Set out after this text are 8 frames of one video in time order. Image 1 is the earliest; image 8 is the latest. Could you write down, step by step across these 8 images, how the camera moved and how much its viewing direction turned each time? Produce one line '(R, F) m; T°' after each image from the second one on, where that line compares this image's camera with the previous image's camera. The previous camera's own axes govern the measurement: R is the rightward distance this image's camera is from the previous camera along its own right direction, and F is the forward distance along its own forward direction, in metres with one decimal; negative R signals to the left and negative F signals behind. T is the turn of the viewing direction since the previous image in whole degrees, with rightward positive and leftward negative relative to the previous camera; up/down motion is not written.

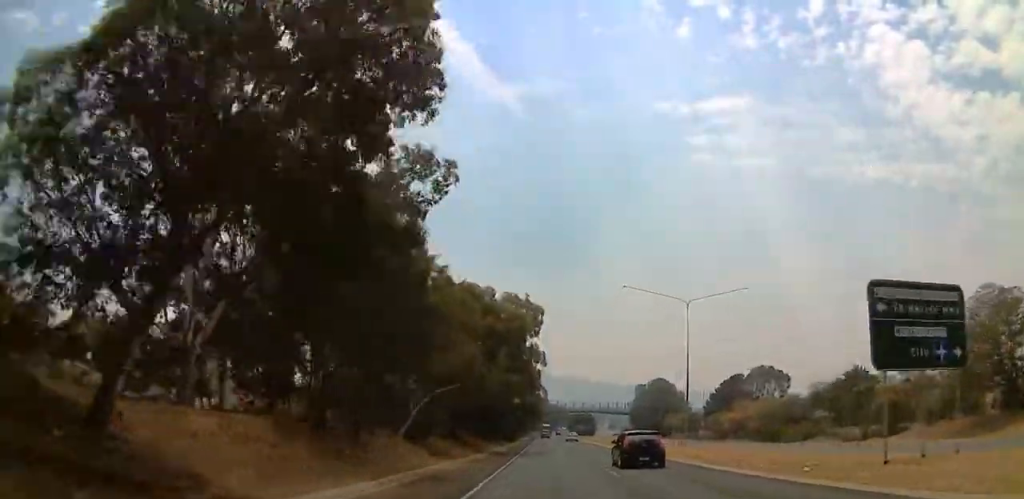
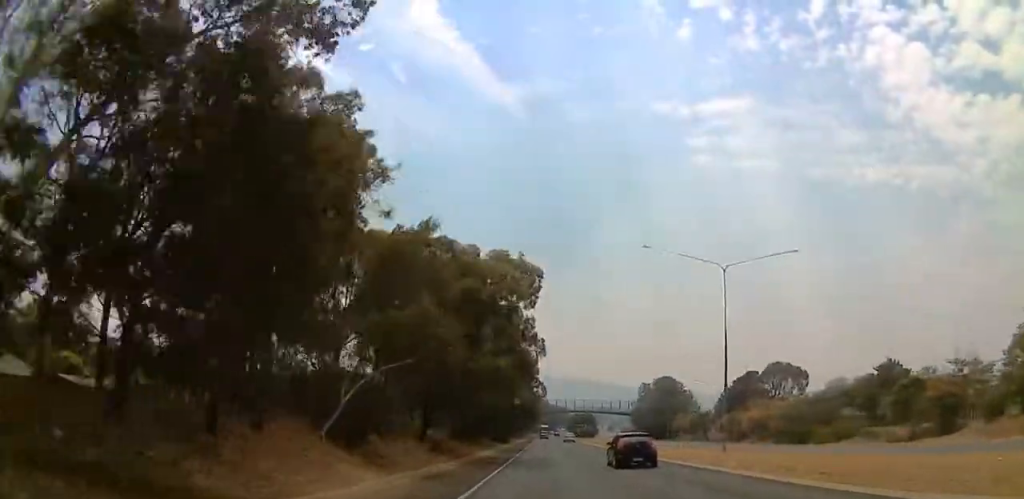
(0.0, +11.3) m; 0°
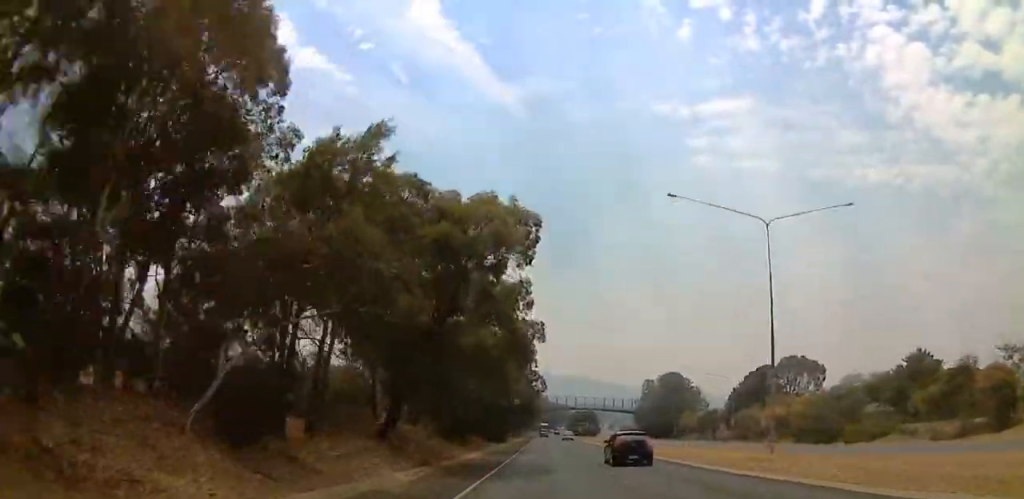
(0.0, +8.4) m; 0°
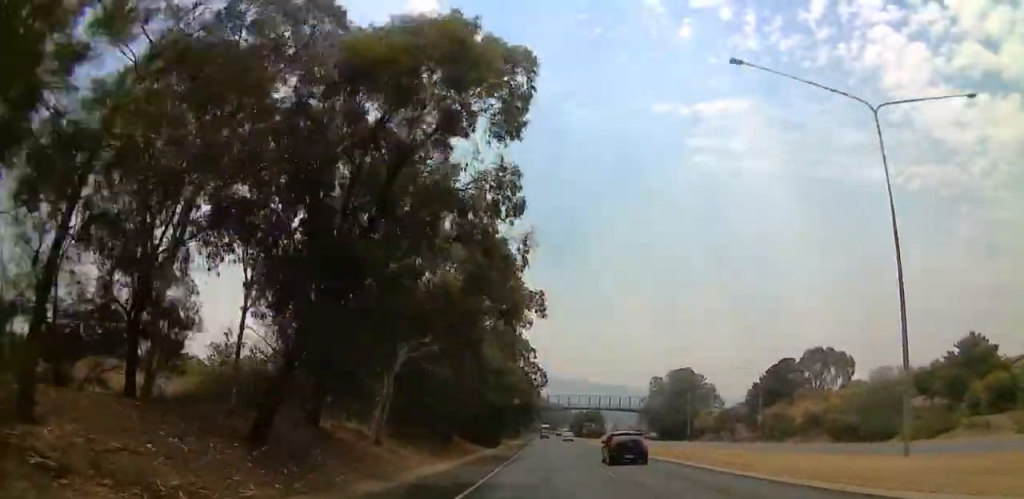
(0.0, +12.1) m; -1°
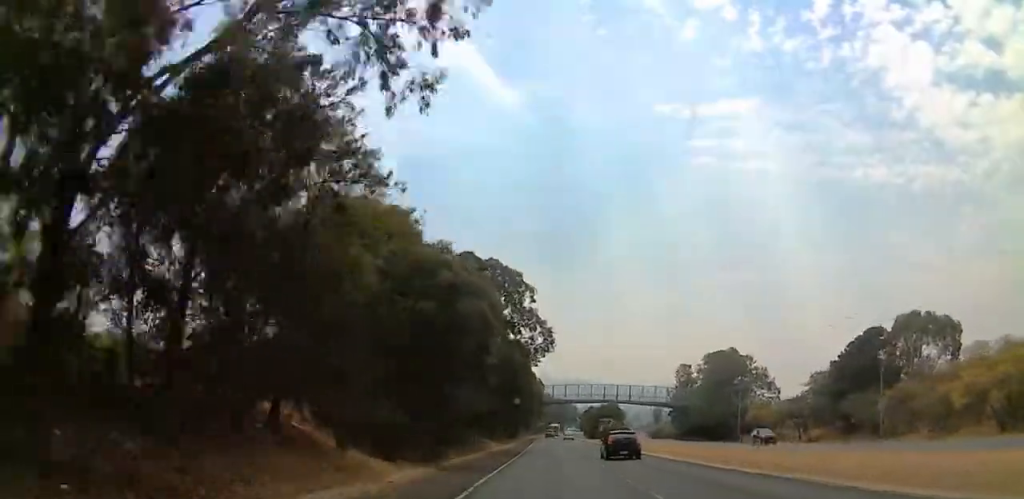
(-1.2, +30.4) m; 0°
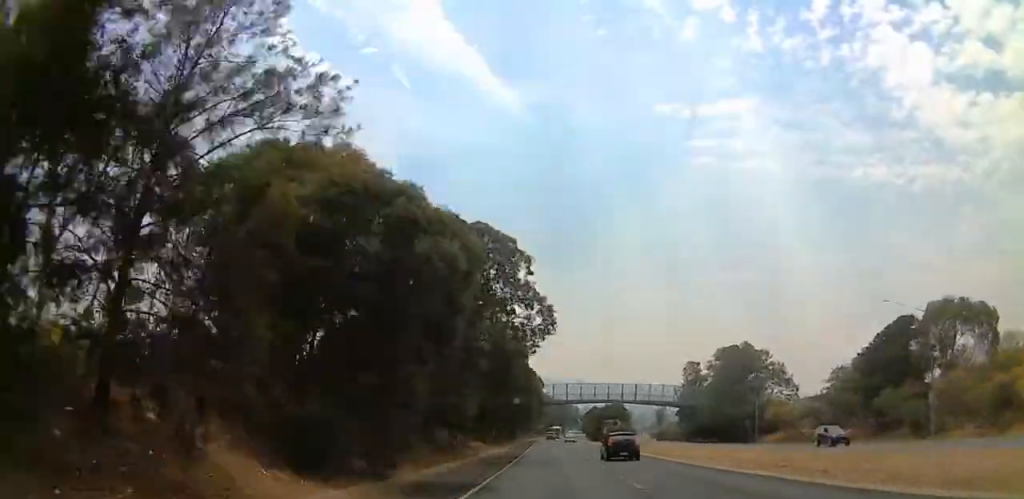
(+0.5, +7.9) m; 0°
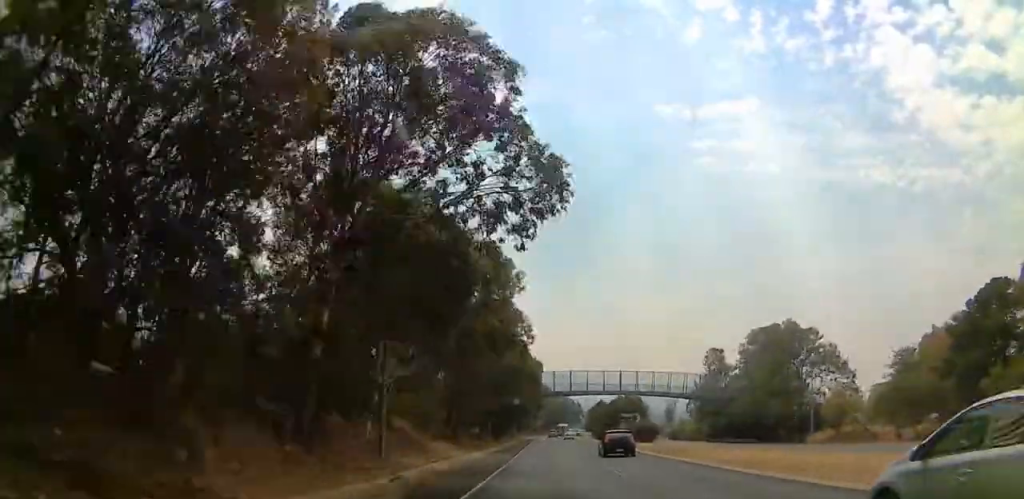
(+0.5, +19.3) m; +1°
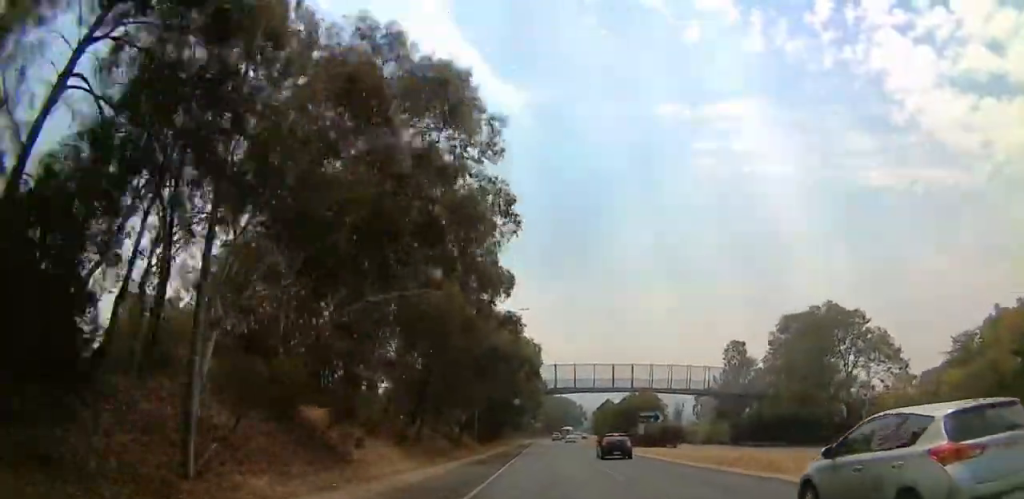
(-0.7, +13.3) m; 0°
